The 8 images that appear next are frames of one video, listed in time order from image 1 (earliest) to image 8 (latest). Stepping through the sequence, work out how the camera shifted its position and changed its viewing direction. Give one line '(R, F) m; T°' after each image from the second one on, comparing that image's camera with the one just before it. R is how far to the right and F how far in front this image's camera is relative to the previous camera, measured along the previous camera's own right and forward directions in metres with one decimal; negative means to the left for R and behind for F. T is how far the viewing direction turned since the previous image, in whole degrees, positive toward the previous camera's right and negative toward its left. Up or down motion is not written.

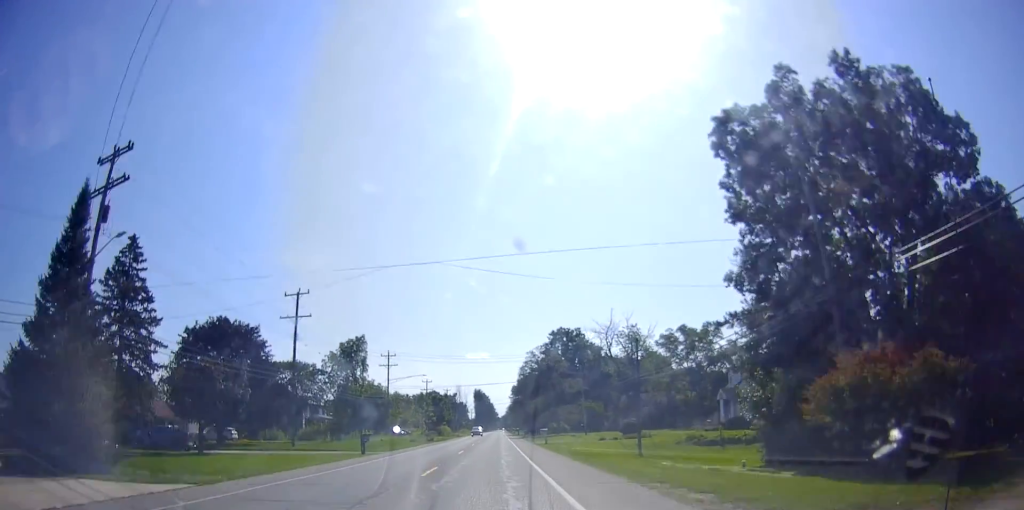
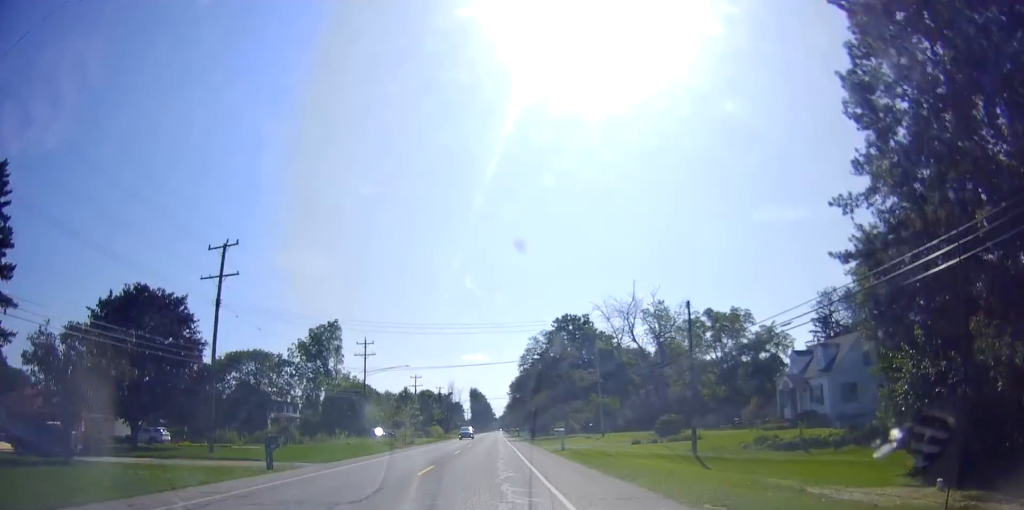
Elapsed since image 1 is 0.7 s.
(-0.1, +14.8) m; 0°
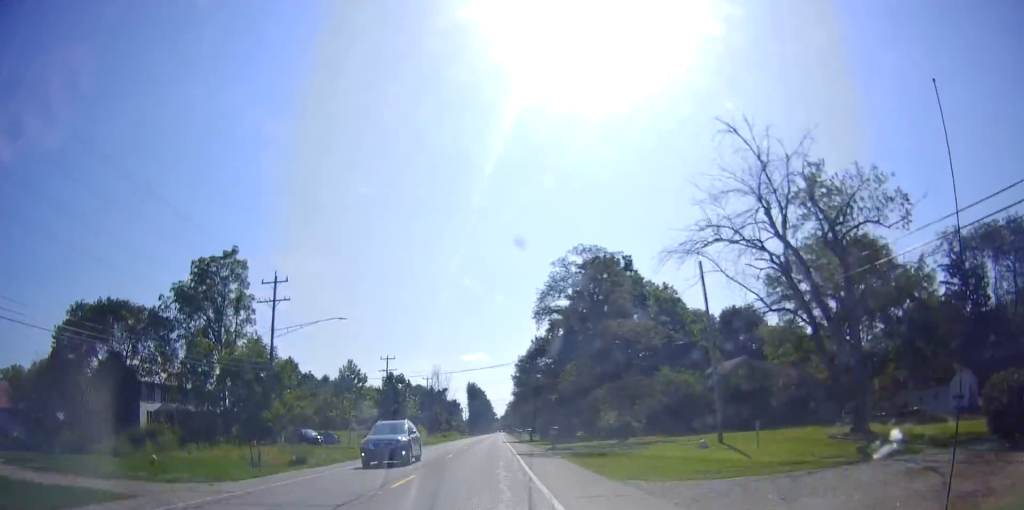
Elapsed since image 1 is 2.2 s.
(+0.1, +34.1) m; 0°
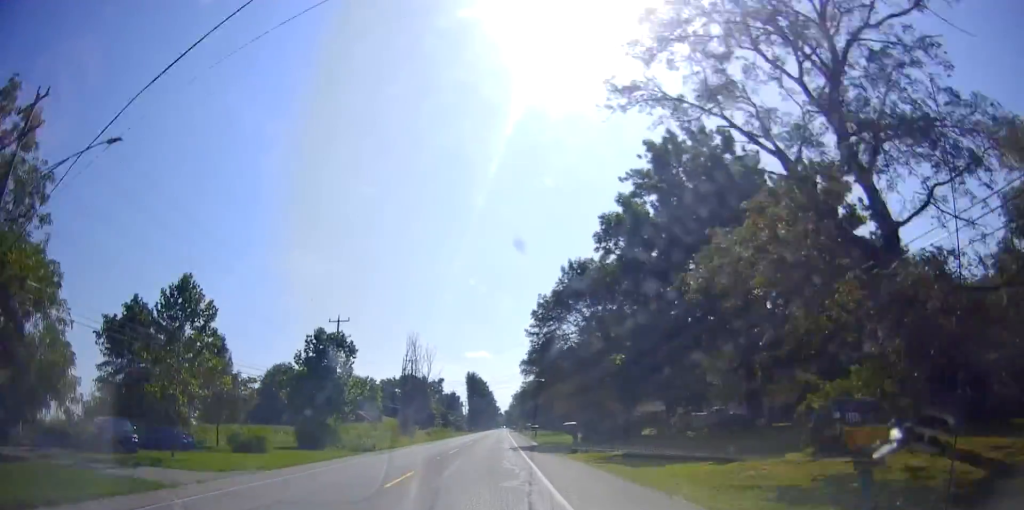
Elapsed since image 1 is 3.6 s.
(-0.1, +31.3) m; 0°
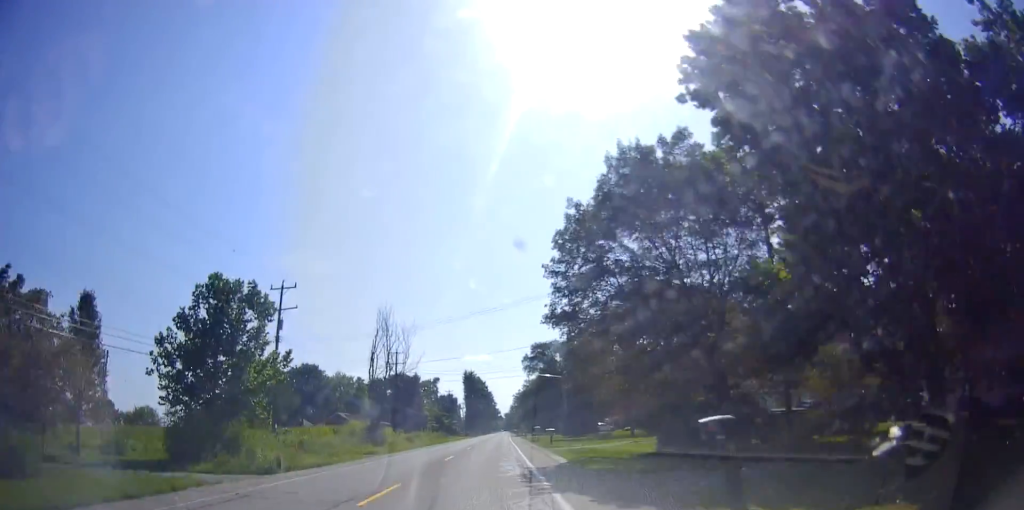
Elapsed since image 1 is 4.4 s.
(0.0, +17.6) m; 0°
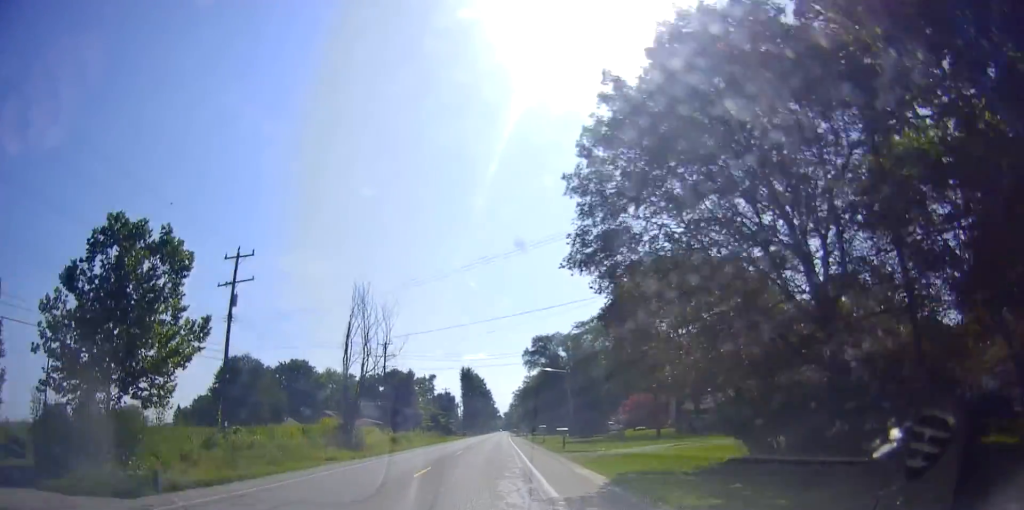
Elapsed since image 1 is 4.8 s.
(0.0, +8.8) m; 0°
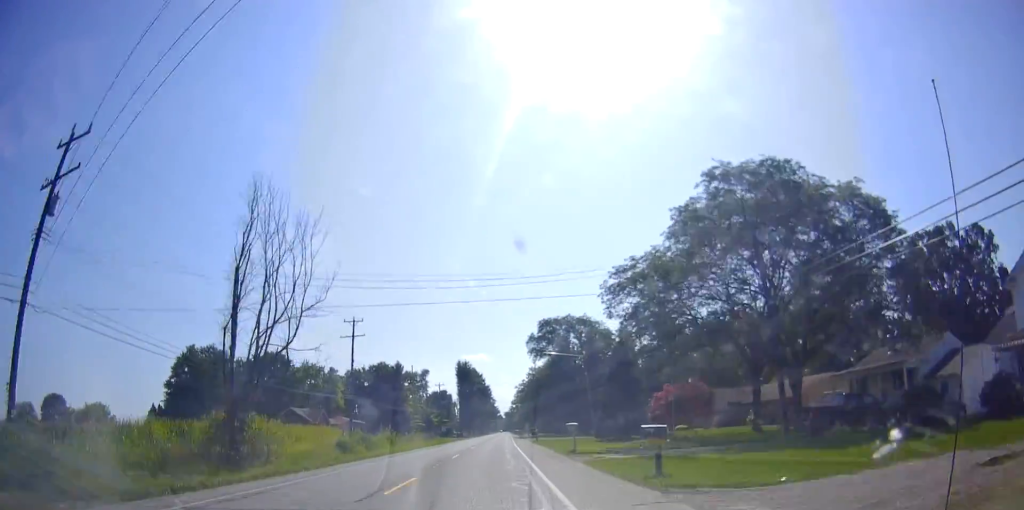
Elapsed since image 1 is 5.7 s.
(0.0, +19.8) m; 0°
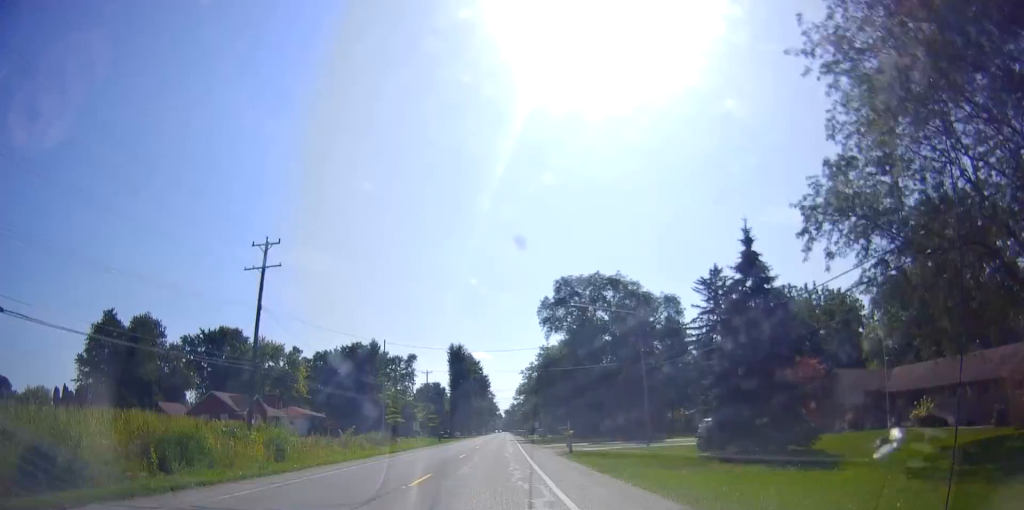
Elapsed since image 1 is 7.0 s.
(0.0, +28.7) m; -1°
